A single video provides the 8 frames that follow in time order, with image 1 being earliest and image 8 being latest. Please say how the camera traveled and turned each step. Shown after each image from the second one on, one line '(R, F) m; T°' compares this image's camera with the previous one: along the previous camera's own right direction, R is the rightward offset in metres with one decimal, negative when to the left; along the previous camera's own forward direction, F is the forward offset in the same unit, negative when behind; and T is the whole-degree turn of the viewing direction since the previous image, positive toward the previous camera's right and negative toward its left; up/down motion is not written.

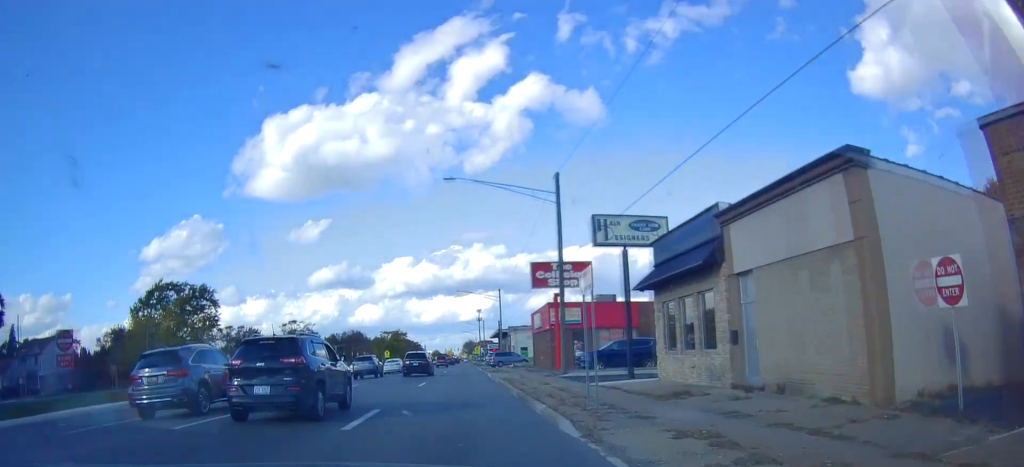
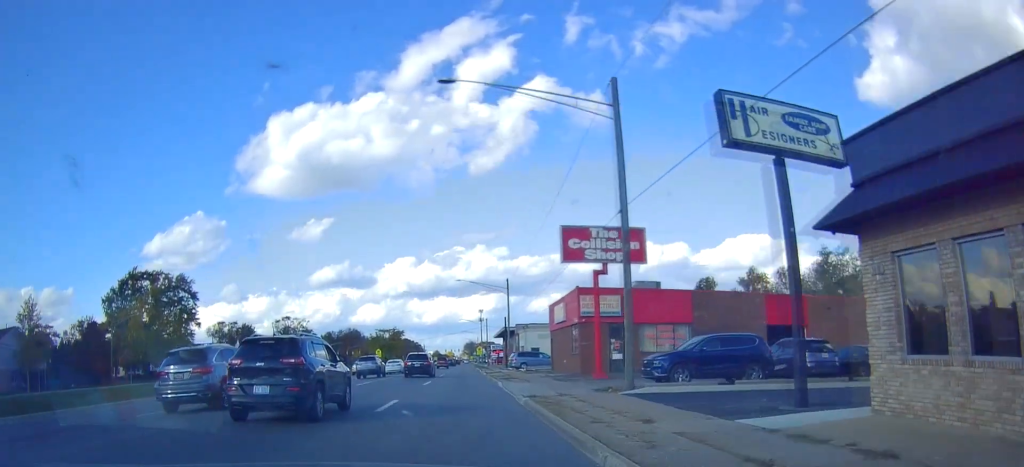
(+0.3, +11.9) m; +1°
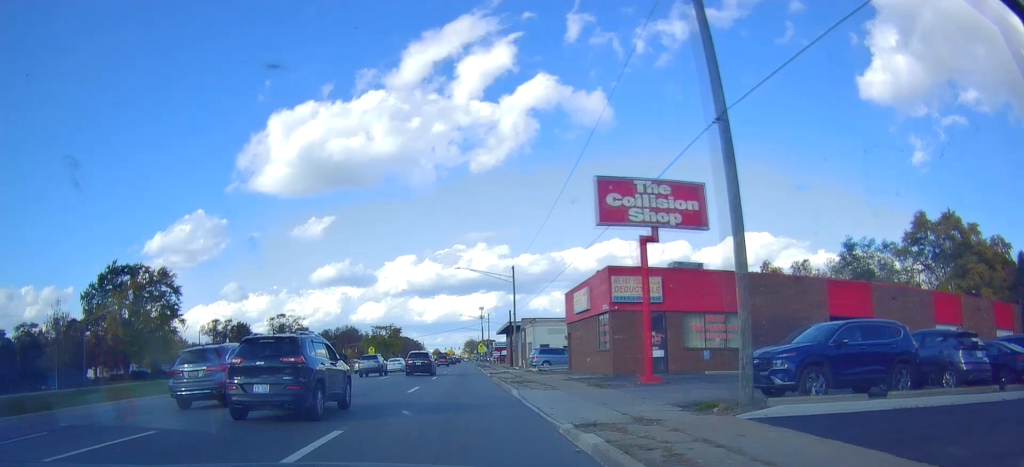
(0.0, +7.8) m; -1°
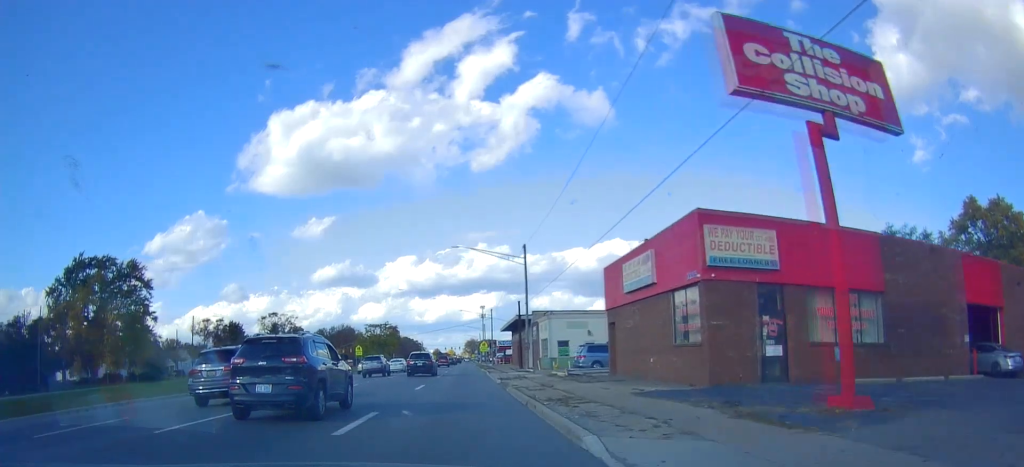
(0.0, +11.5) m; -1°
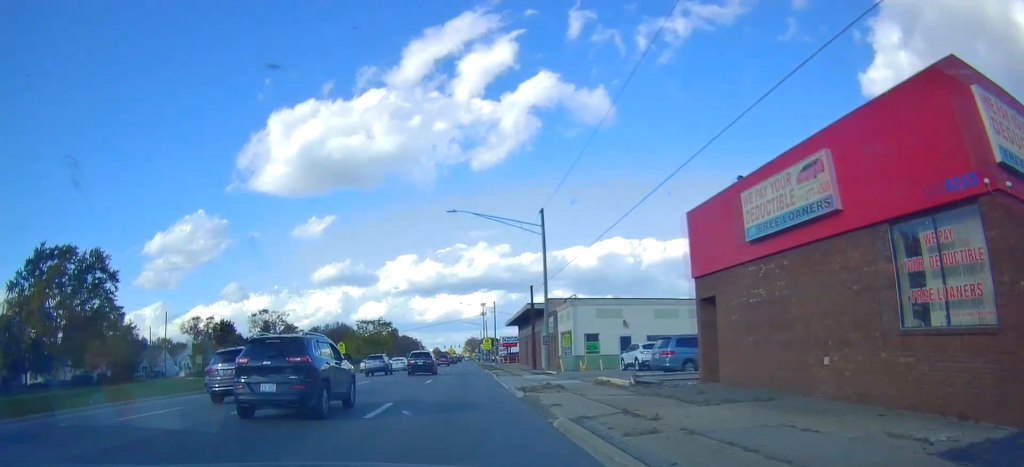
(-0.2, +11.7) m; 0°
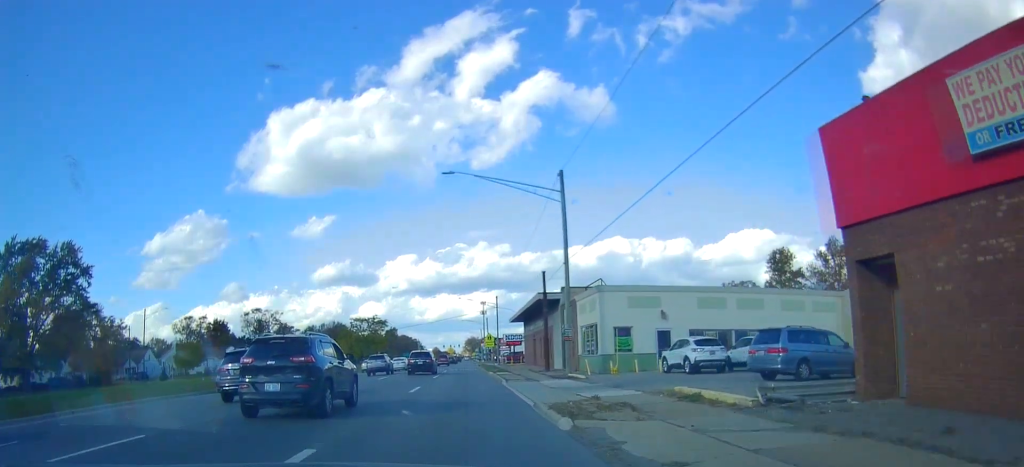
(+0.1, +8.1) m; 0°
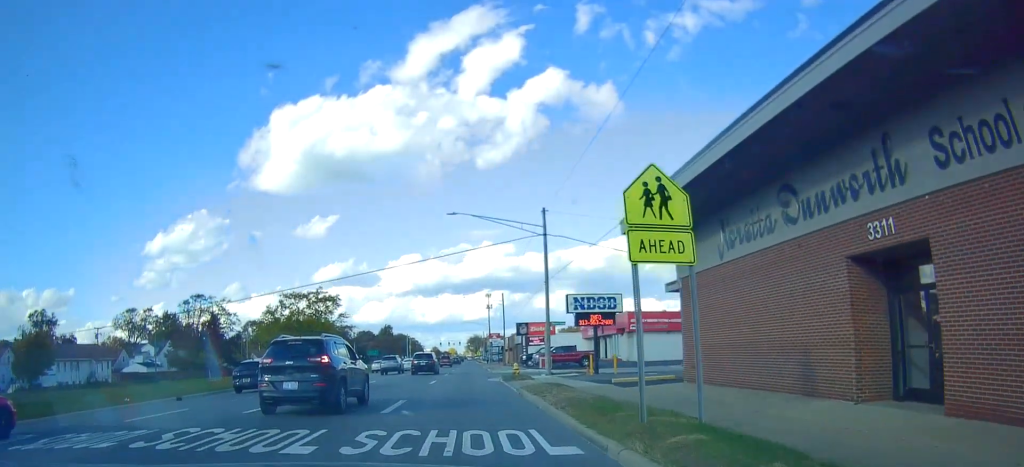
(-0.8, +53.4) m; -2°
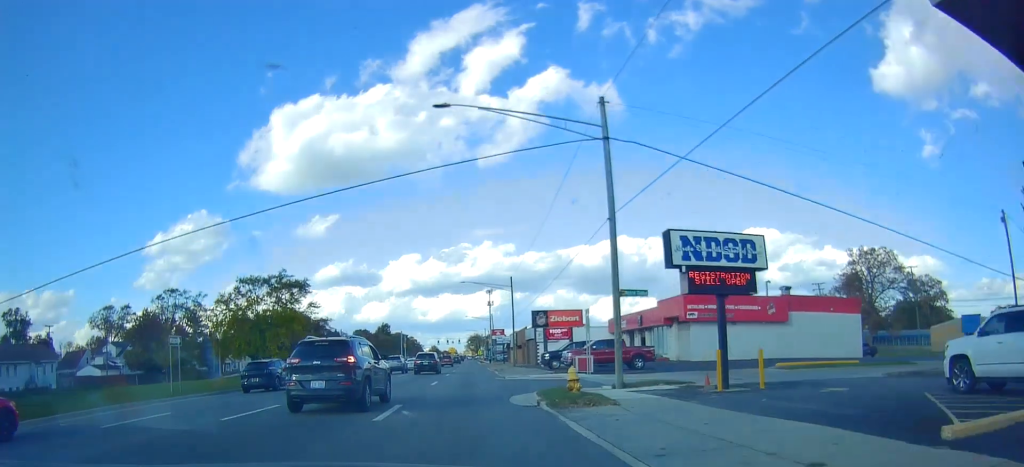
(+0.6, +16.8) m; 0°
